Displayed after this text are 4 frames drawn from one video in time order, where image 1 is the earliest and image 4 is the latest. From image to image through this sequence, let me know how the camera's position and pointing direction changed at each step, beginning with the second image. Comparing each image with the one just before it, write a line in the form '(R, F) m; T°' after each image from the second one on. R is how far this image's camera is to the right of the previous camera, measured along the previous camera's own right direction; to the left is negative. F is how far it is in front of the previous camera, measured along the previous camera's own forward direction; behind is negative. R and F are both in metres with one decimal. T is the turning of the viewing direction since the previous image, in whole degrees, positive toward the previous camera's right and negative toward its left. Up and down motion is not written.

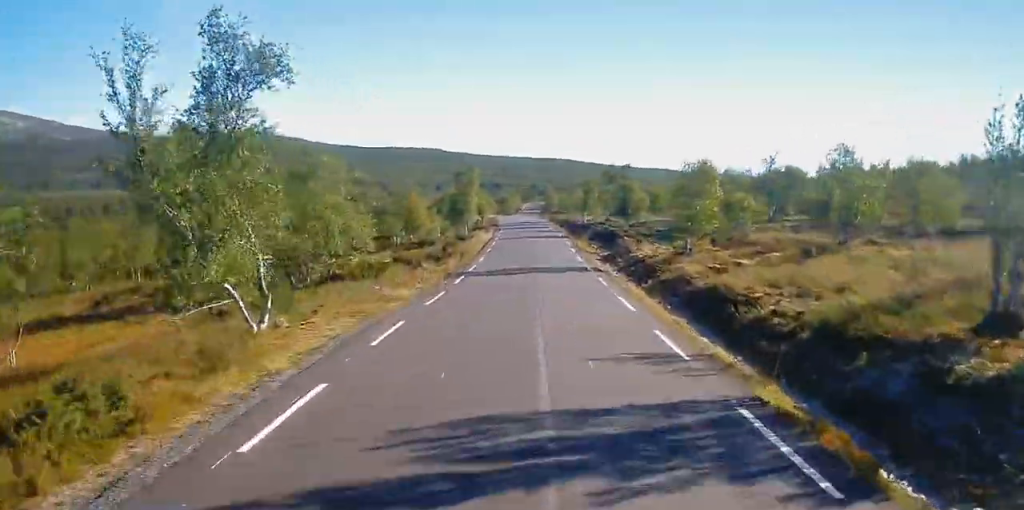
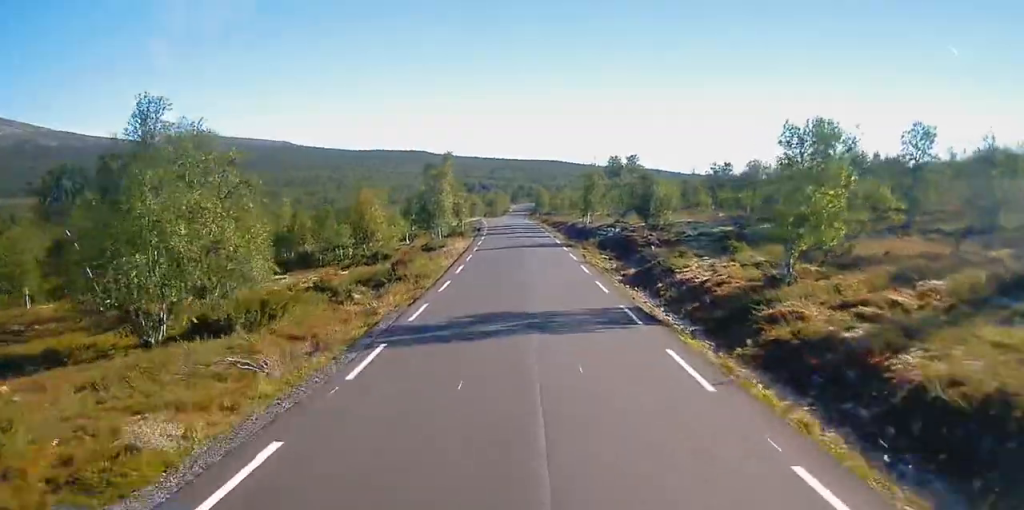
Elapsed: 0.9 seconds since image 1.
(+0.2, +14.2) m; +1°
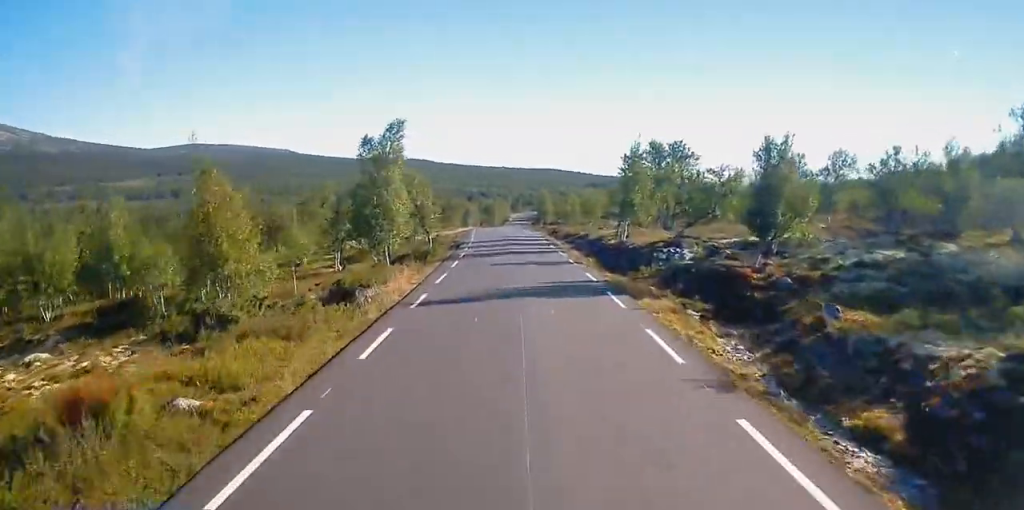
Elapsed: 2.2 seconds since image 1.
(-0.1, +22.4) m; -1°
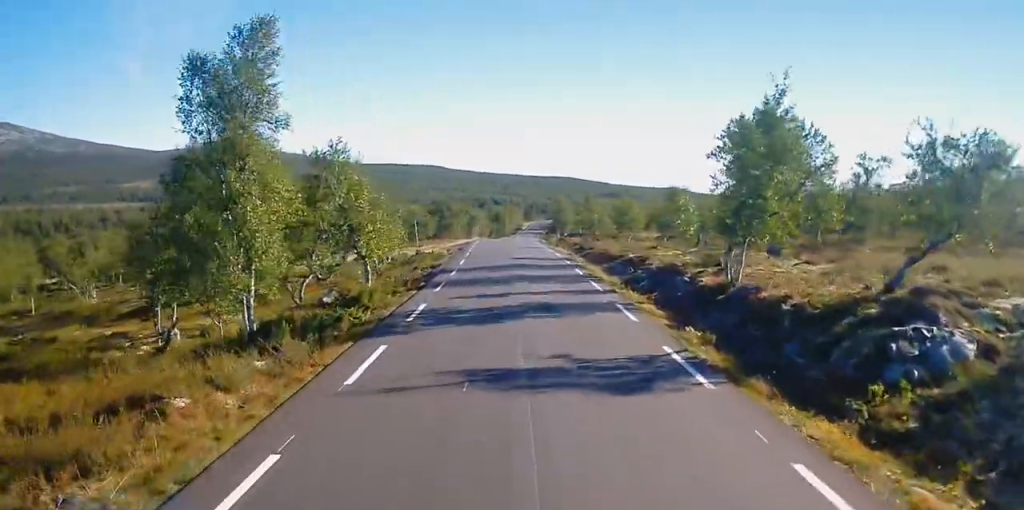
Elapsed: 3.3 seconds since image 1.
(-0.1, +19.2) m; 0°
